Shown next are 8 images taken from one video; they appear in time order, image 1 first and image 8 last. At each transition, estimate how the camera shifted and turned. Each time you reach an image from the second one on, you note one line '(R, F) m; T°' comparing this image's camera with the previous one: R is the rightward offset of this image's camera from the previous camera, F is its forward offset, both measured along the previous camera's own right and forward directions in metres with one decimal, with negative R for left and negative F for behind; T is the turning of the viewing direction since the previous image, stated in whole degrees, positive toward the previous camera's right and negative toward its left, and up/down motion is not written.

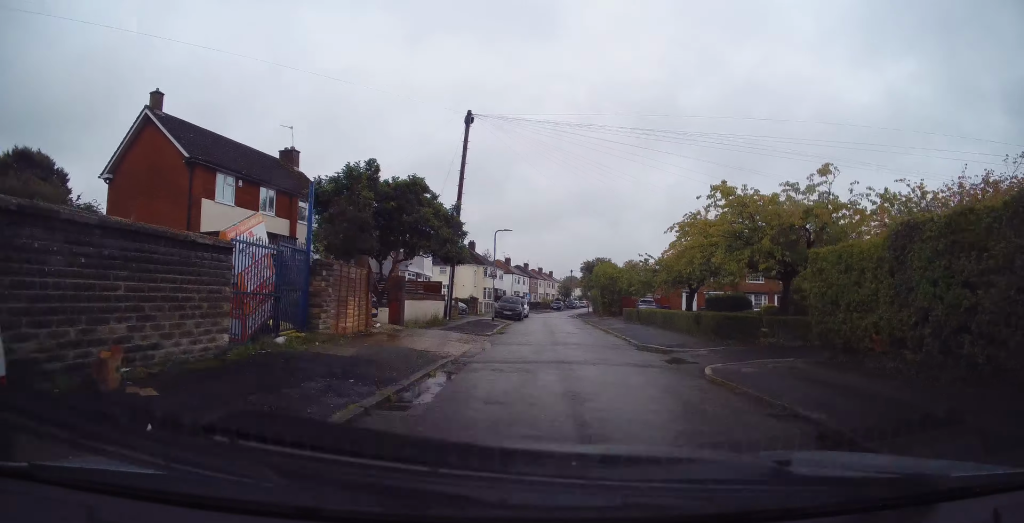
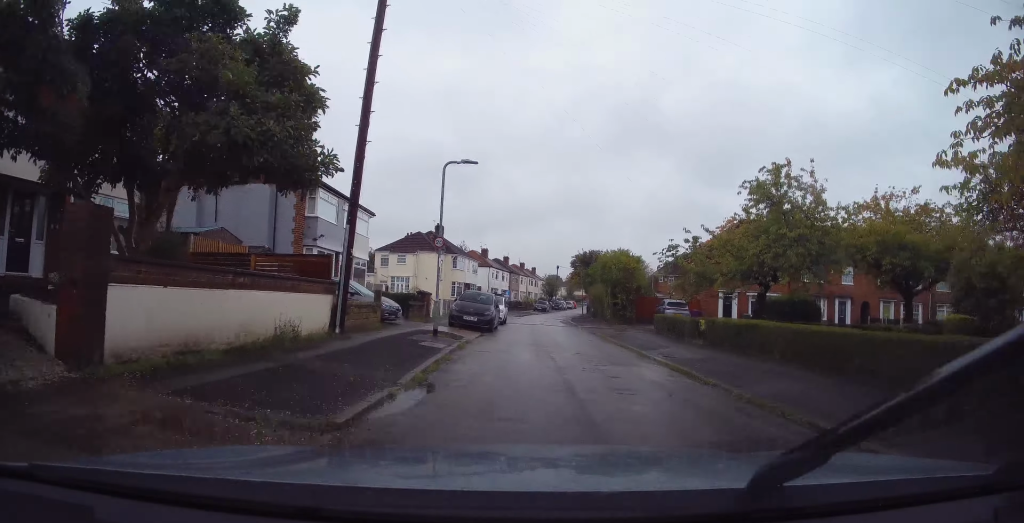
(+0.1, +14.8) m; +2°
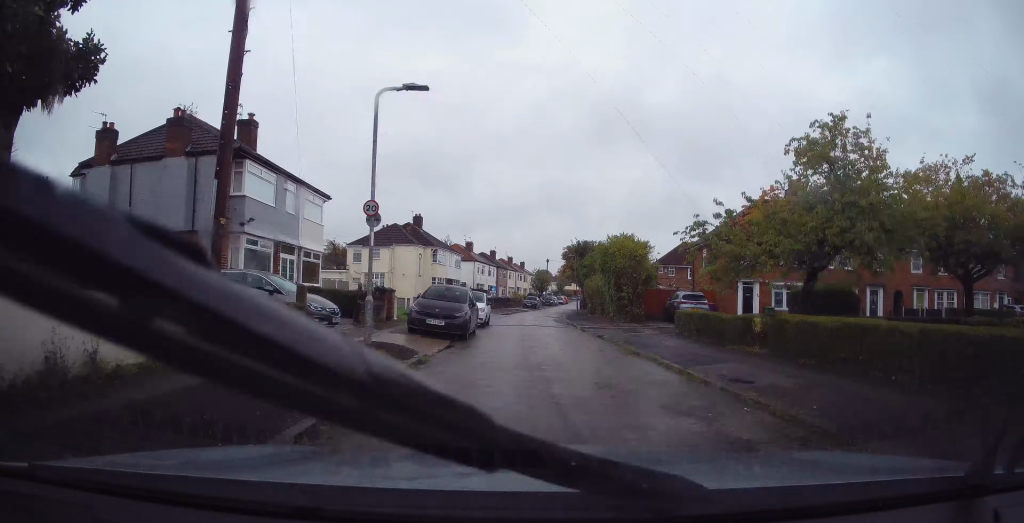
(+0.1, +5.3) m; 0°
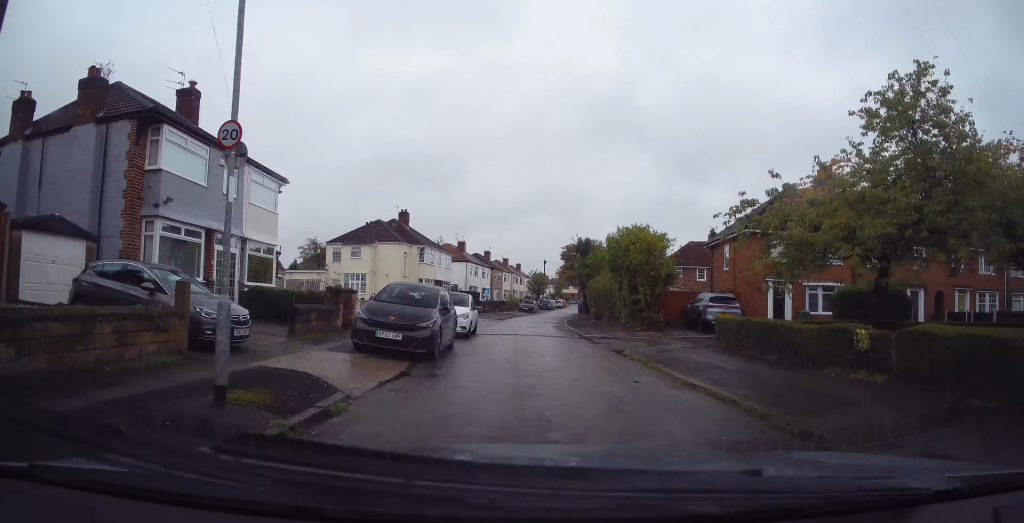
(-0.2, +4.8) m; -2°
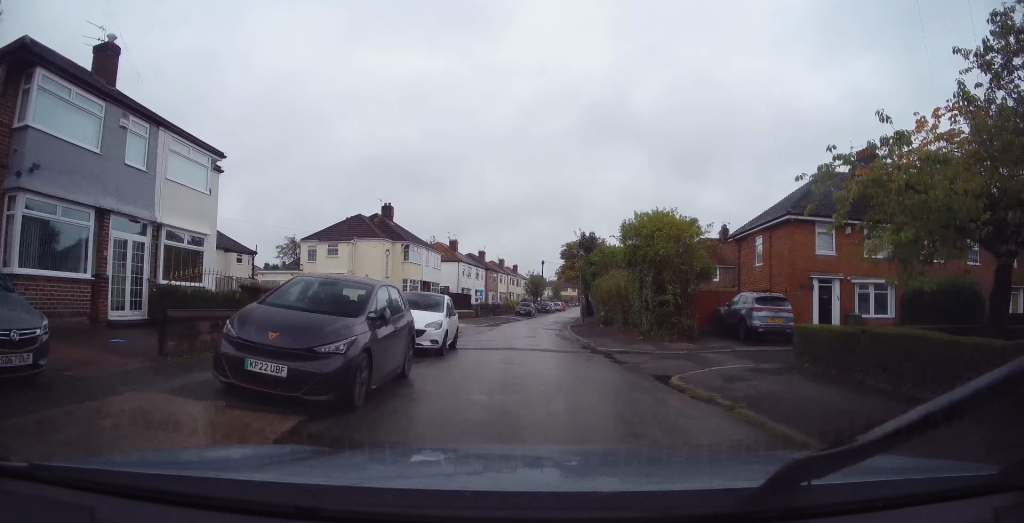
(0.0, +5.2) m; +2°
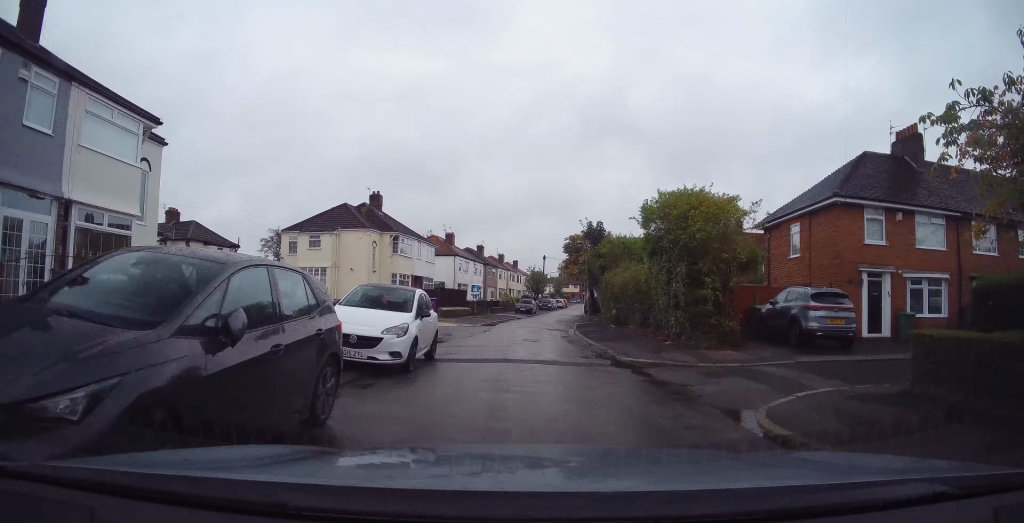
(+0.1, +3.8) m; 0°
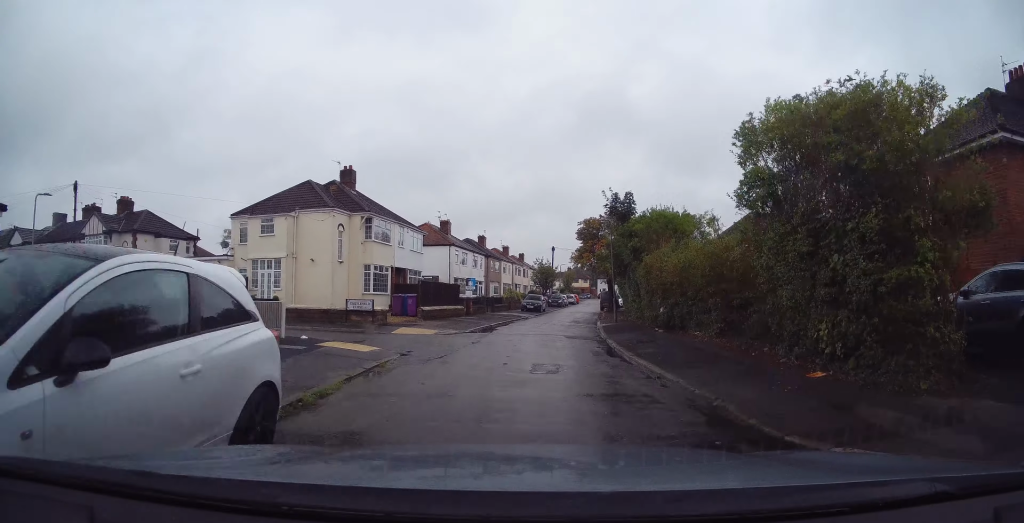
(-0.1, +8.1) m; 0°
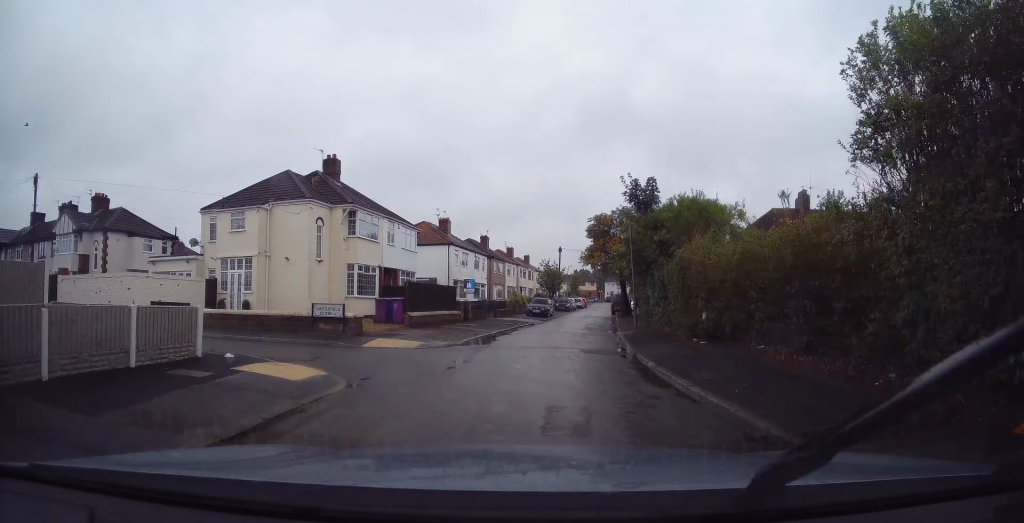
(+0.1, +3.9) m; +1°
